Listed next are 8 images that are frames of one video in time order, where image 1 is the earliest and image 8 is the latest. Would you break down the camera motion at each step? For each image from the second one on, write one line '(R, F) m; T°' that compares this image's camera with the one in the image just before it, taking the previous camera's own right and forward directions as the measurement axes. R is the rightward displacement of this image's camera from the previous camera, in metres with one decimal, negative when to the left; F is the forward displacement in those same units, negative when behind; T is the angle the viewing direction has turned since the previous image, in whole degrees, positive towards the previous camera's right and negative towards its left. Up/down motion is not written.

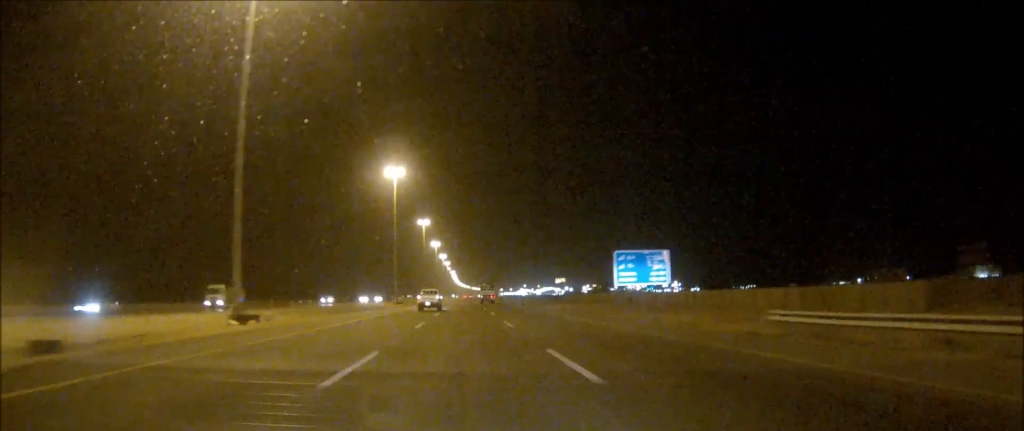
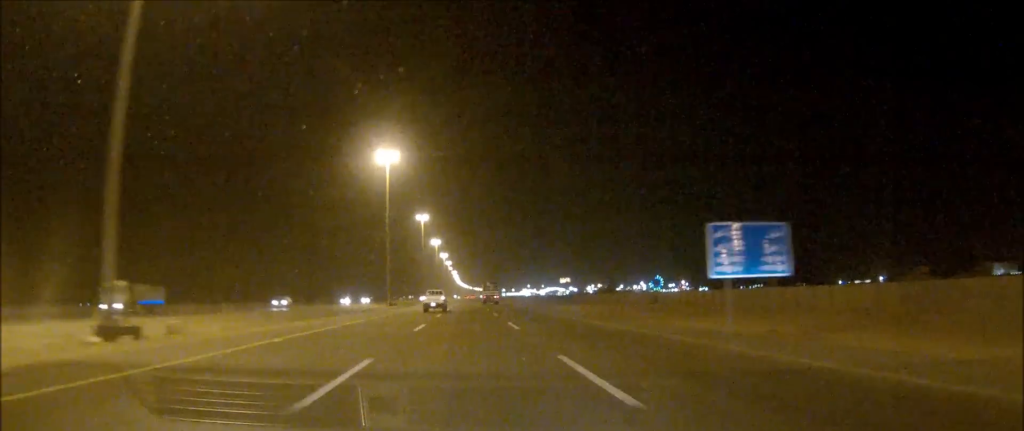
(0.0, +19.6) m; 0°
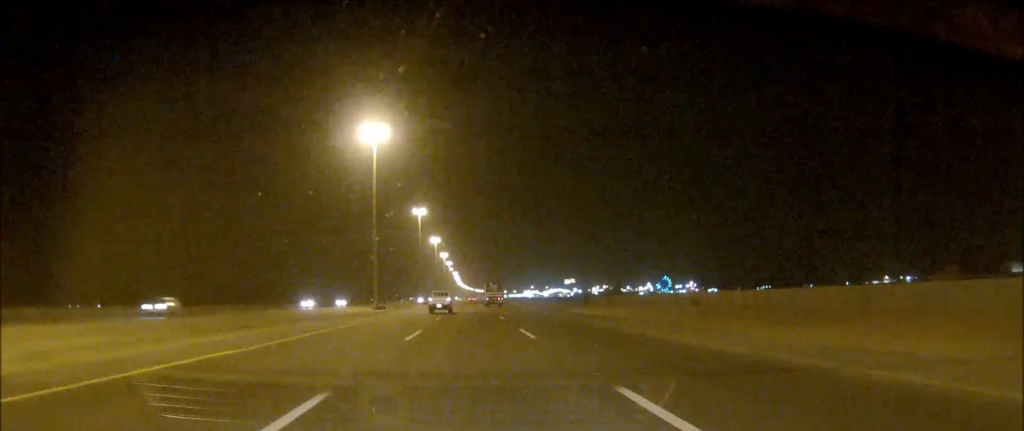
(0.0, +23.0) m; 0°
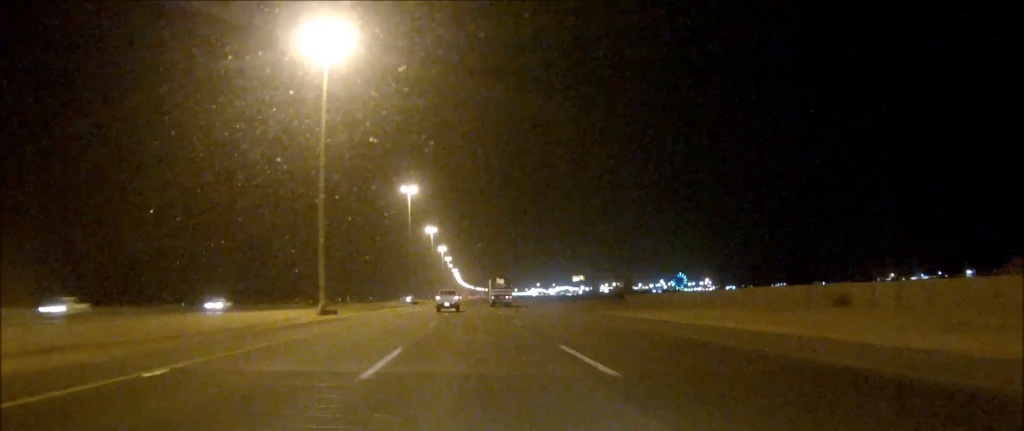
(0.0, +46.0) m; 0°
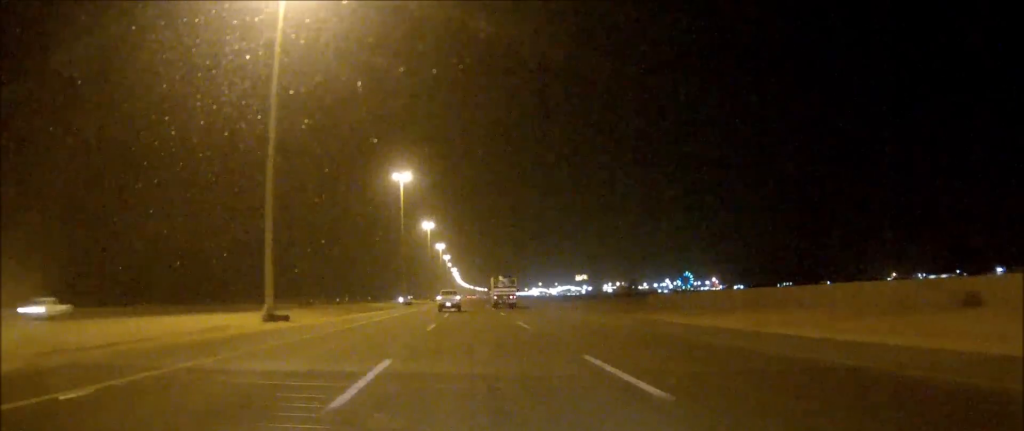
(0.0, +20.7) m; 0°
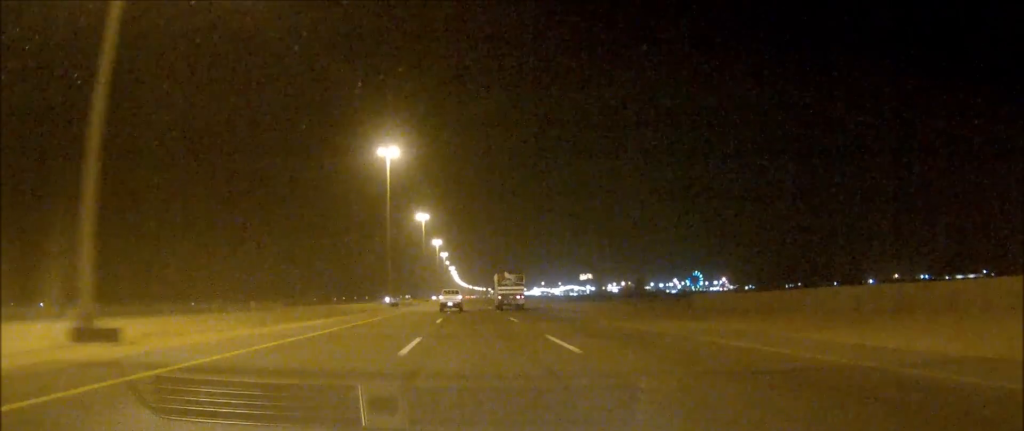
(0.0, +28.7) m; 0°
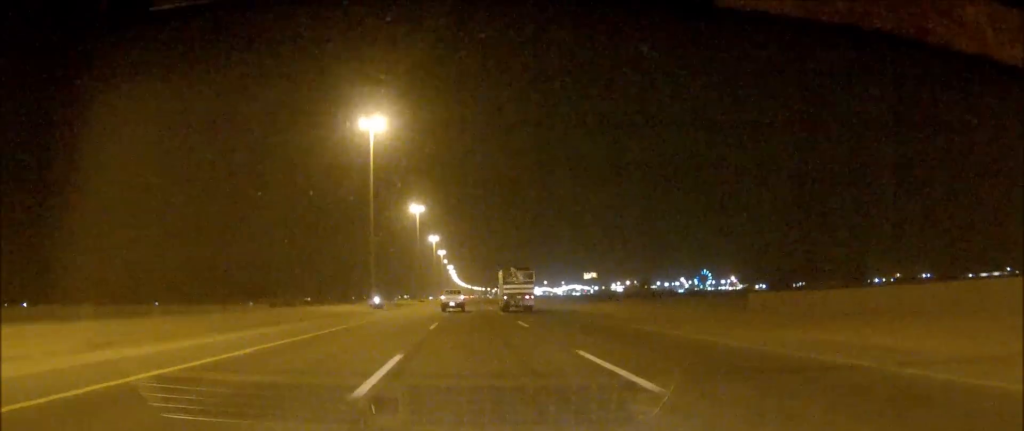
(0.0, +24.1) m; 0°
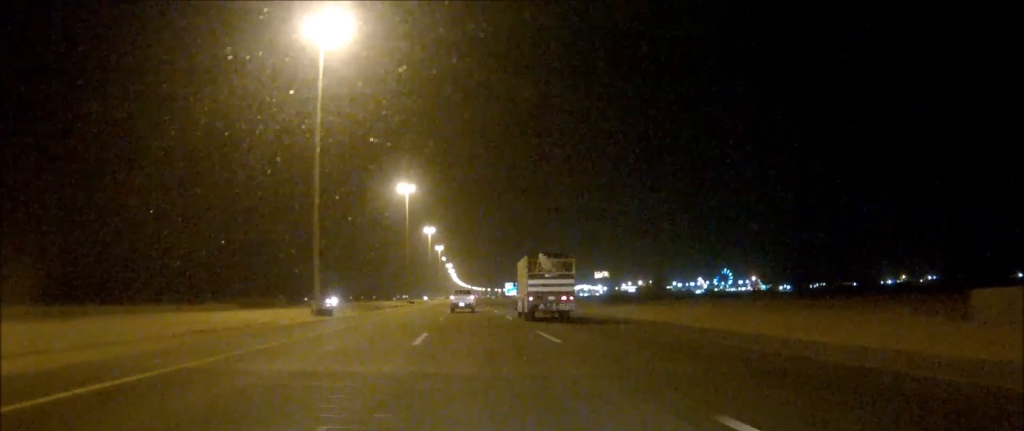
(0.0, +44.8) m; 0°
